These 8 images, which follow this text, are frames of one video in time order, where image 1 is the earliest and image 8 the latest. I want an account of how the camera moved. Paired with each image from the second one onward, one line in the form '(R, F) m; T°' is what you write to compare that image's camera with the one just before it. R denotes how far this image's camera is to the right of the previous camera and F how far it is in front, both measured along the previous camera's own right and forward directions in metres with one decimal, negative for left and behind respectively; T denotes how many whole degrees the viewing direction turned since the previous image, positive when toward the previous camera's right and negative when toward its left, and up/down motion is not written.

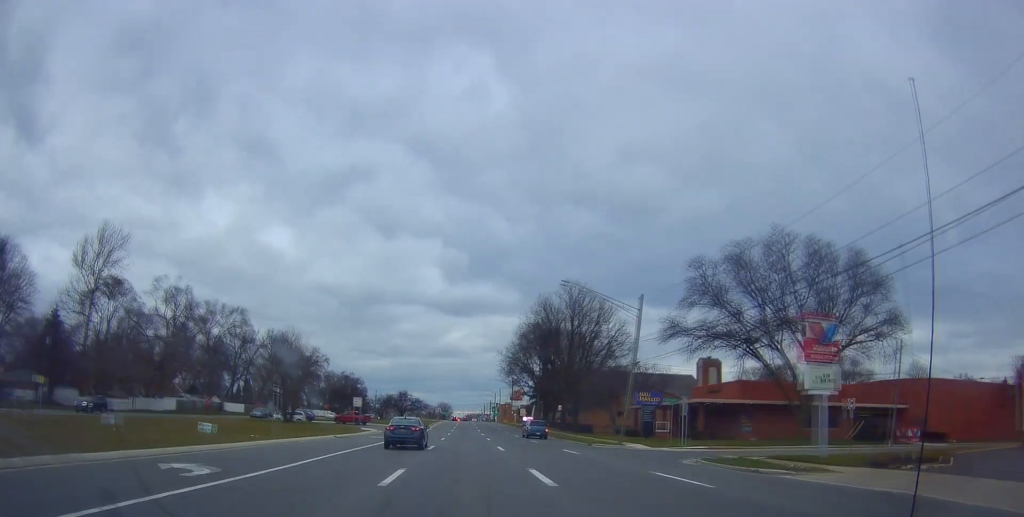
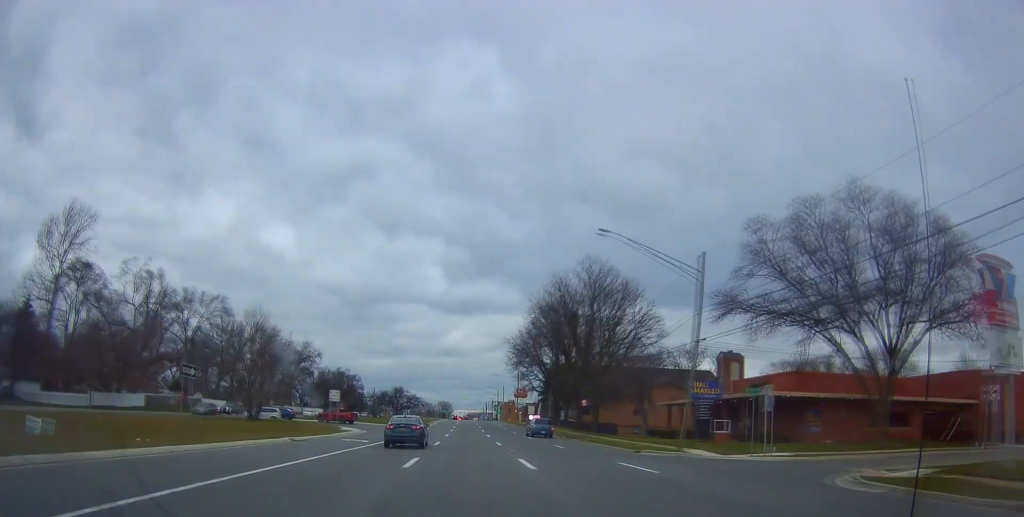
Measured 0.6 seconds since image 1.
(+0.1, +11.4) m; 0°
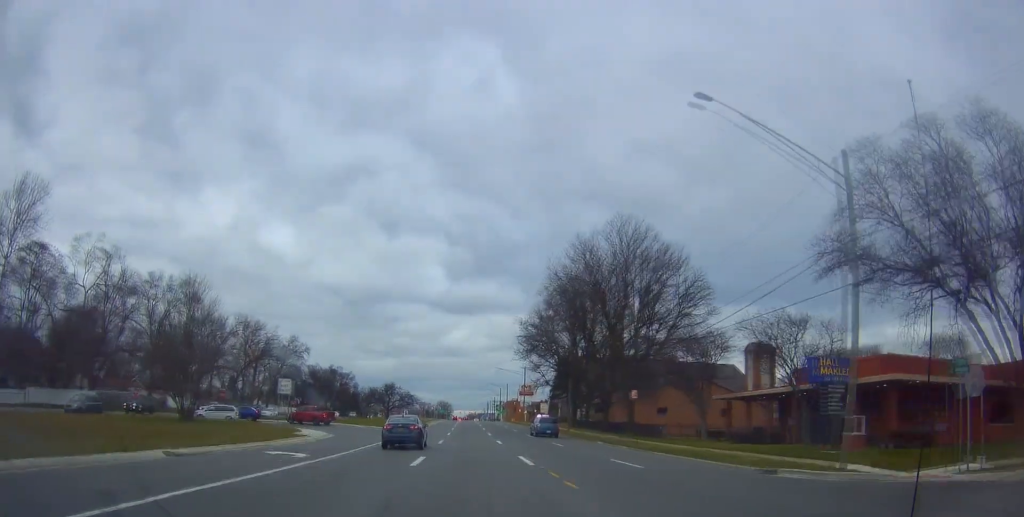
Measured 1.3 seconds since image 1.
(+0.3, +14.0) m; -1°
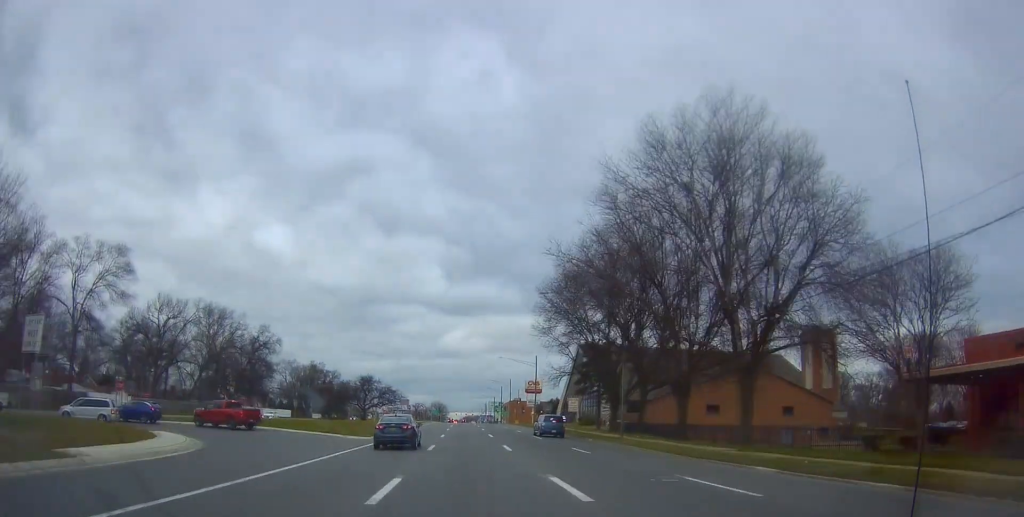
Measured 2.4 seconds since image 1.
(-0.6, +23.1) m; 0°
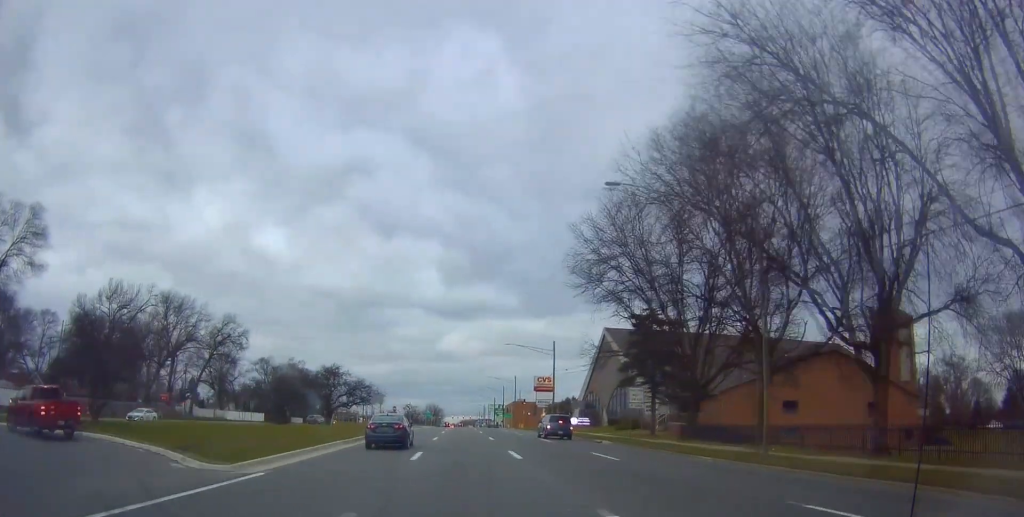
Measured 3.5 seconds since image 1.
(+0.3, +21.7) m; 0°
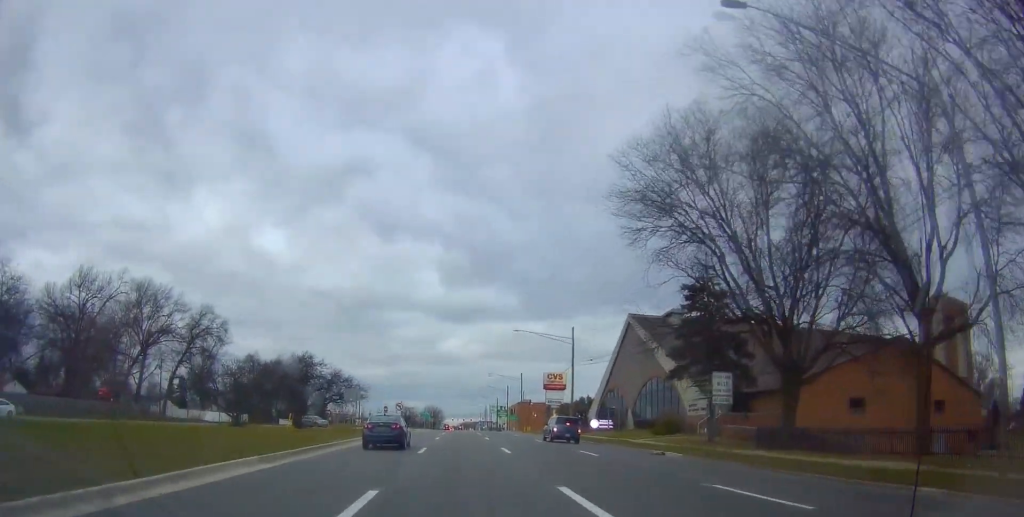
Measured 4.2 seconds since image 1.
(-0.5, +12.4) m; 0°
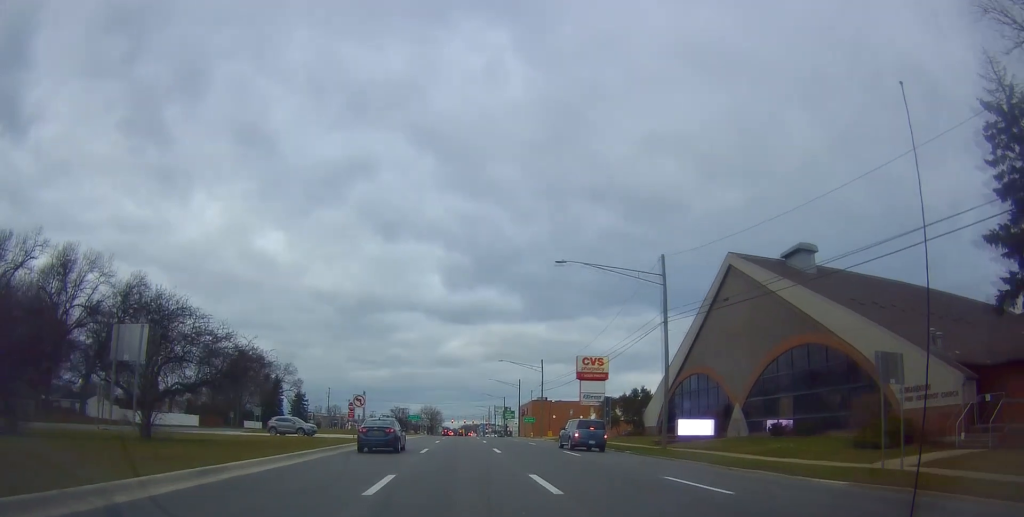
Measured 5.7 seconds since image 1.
(+0.8, +28.8) m; +1°
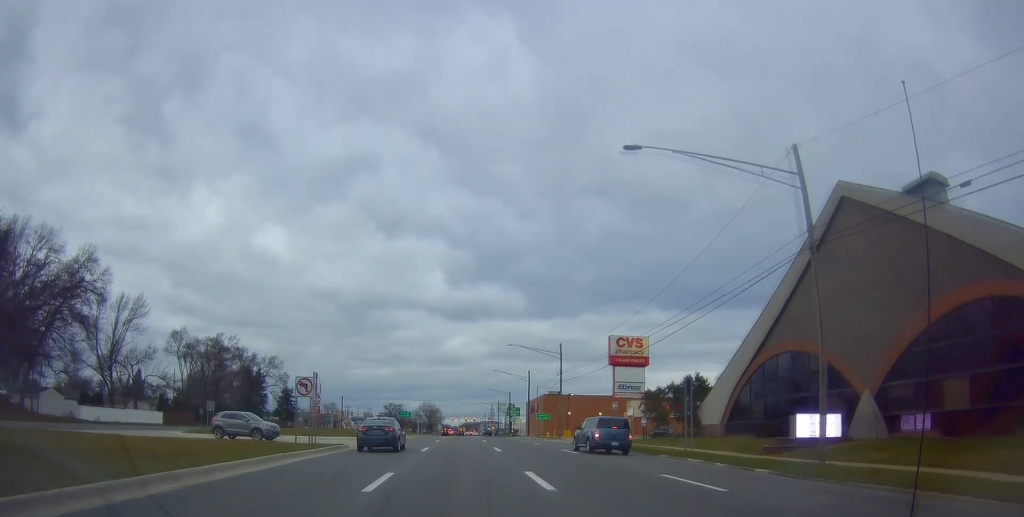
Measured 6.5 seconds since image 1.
(-0.1, +15.5) m; 0°
